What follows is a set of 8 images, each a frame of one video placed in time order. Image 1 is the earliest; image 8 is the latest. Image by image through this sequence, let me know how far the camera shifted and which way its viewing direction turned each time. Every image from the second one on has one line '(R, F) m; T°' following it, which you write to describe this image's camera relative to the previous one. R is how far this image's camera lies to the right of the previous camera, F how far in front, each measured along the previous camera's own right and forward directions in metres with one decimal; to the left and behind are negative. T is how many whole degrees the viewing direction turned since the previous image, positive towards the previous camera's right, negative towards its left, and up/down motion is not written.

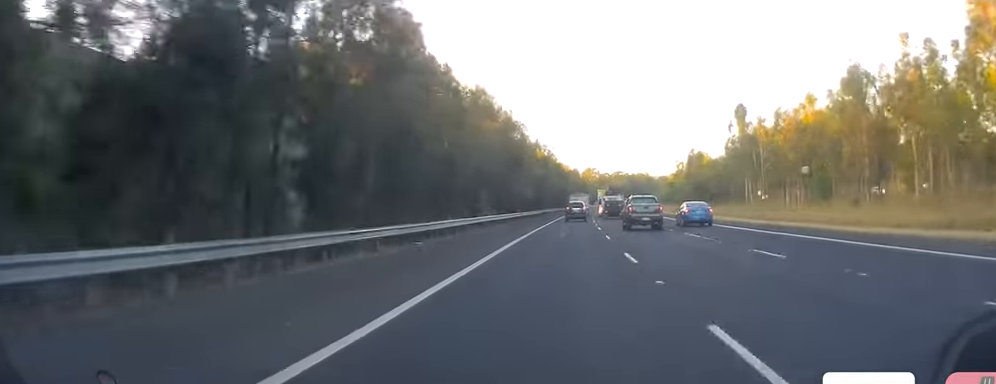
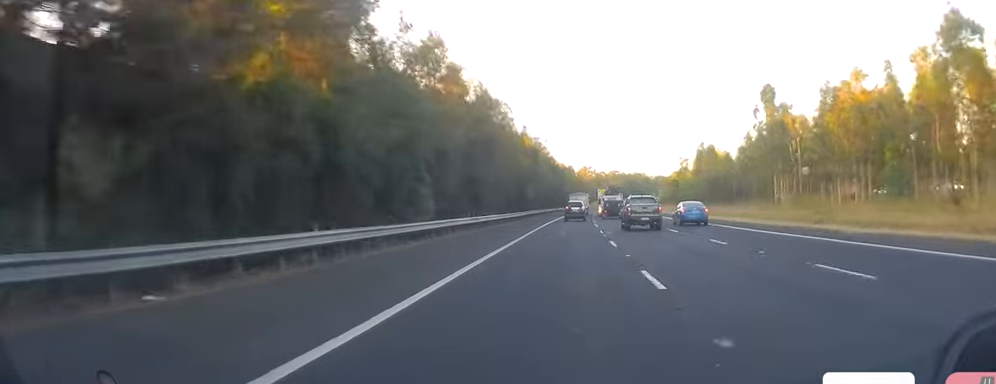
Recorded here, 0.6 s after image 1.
(-0.2, +17.5) m; 0°
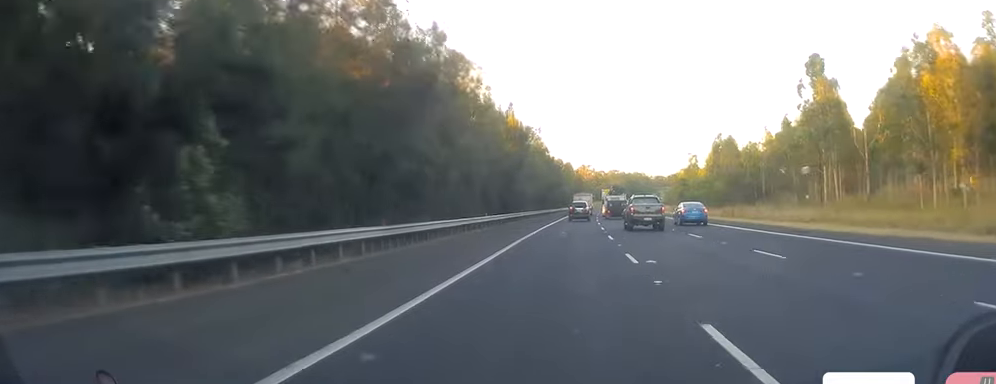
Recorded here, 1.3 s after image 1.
(0.0, +18.4) m; 0°
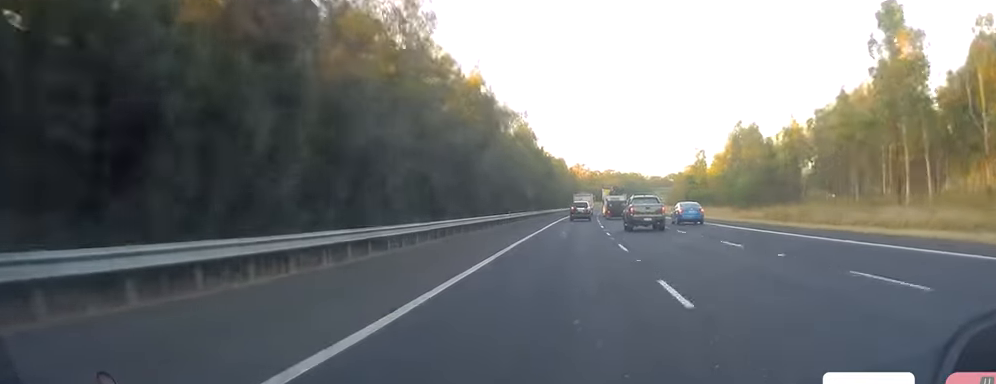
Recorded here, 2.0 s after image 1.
(+0.1, +19.3) m; +1°
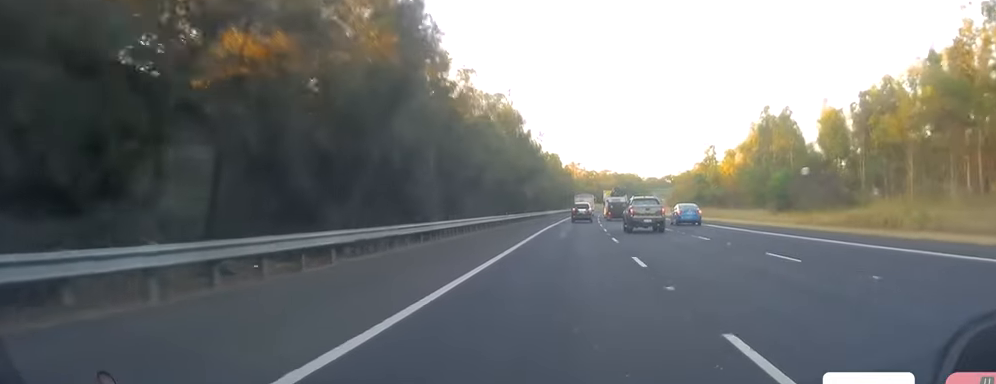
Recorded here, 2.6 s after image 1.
(+0.1, +17.4) m; 0°
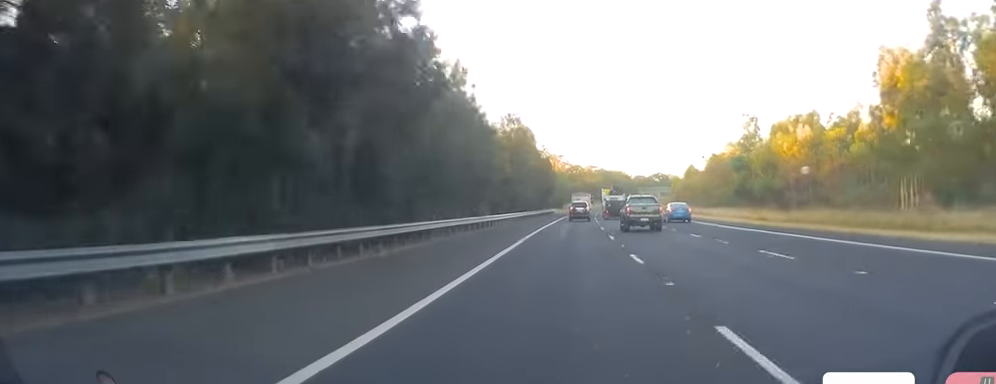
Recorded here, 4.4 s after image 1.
(+0.5, +47.6) m; +1°
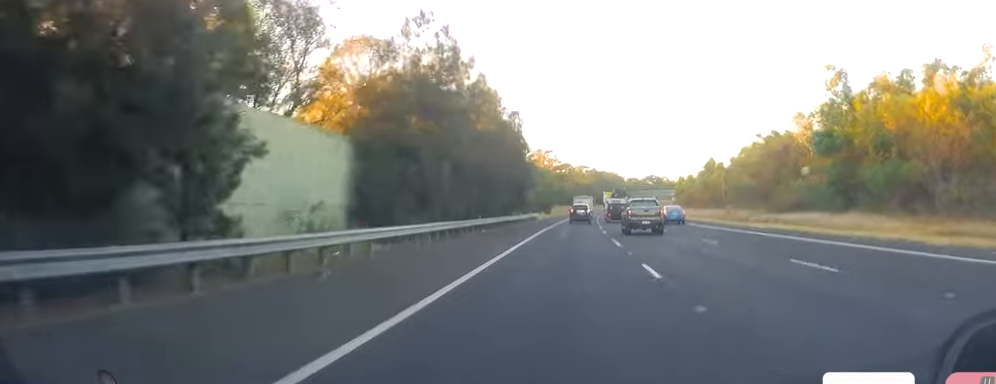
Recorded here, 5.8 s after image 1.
(+0.4, +39.4) m; +1°
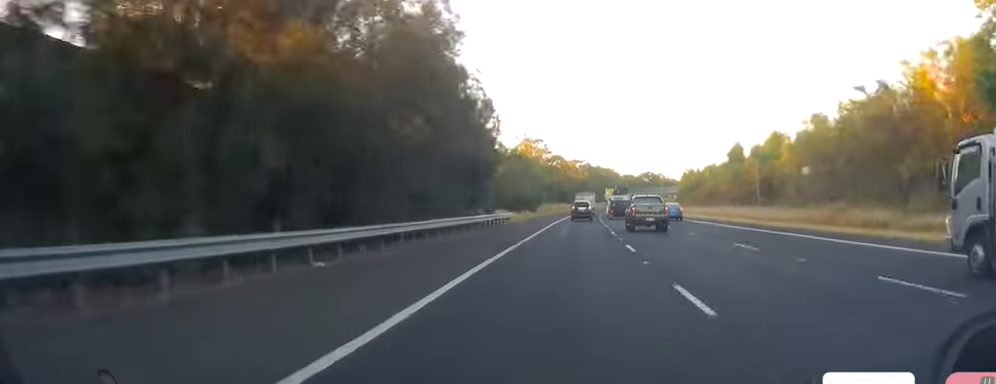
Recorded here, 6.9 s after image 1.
(+0.4, +29.4) m; 0°
